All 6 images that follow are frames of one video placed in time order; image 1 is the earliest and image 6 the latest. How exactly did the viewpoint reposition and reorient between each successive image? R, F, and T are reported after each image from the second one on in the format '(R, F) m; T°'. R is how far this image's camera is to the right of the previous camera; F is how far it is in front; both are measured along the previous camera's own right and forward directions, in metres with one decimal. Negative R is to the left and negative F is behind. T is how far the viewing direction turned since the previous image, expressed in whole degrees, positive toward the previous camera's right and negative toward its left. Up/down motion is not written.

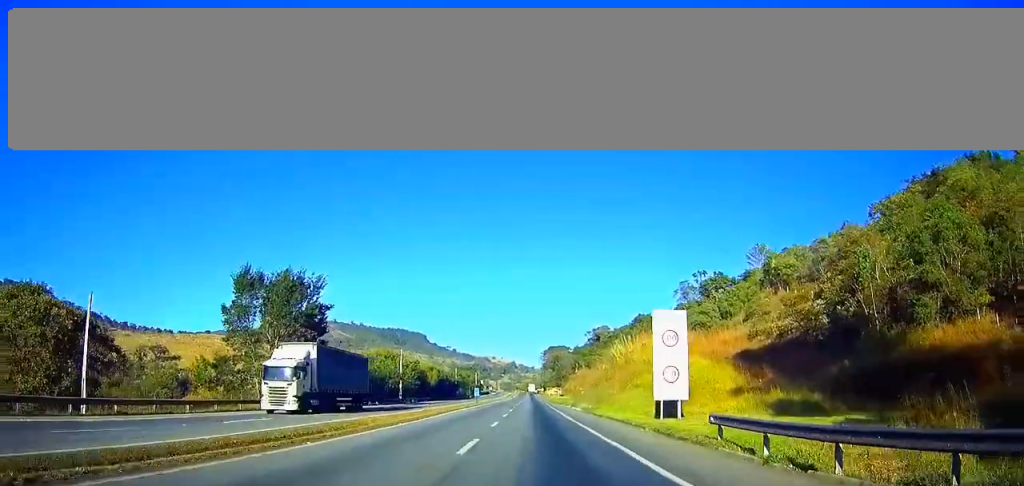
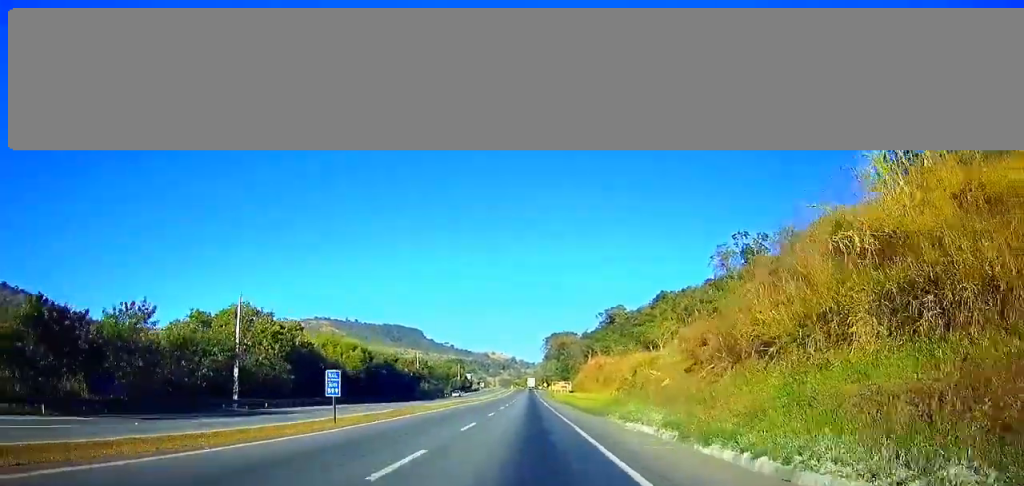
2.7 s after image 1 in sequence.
(-0.4, +65.4) m; -1°
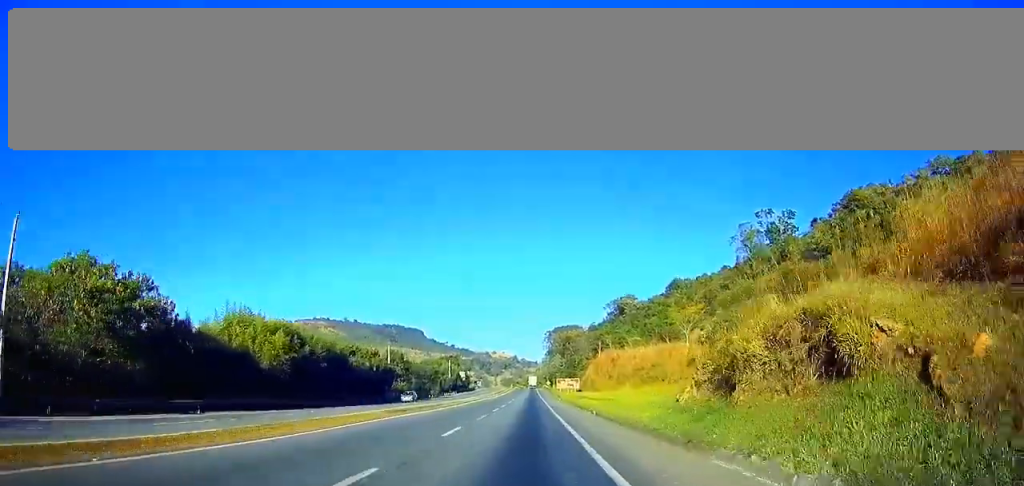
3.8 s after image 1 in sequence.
(-0.1, +27.7) m; 0°
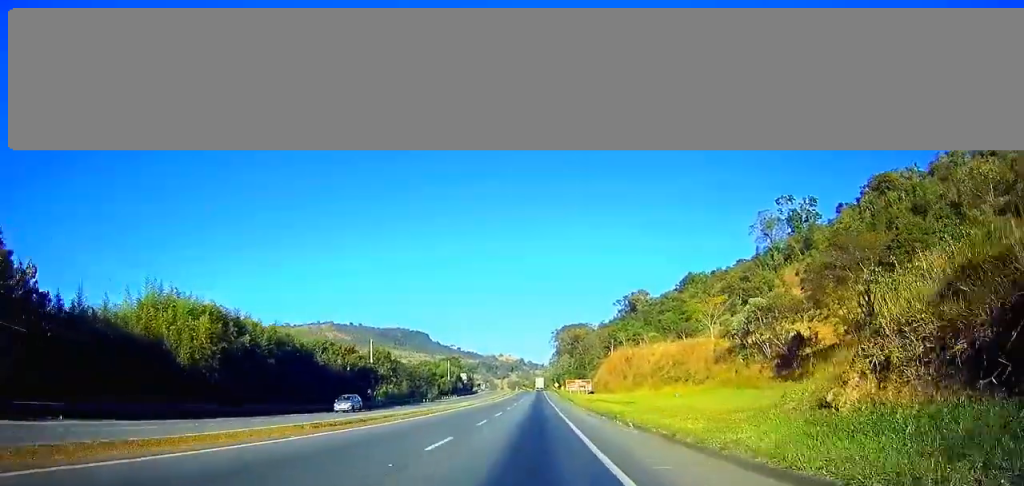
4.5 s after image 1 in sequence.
(0.0, +15.5) m; 0°
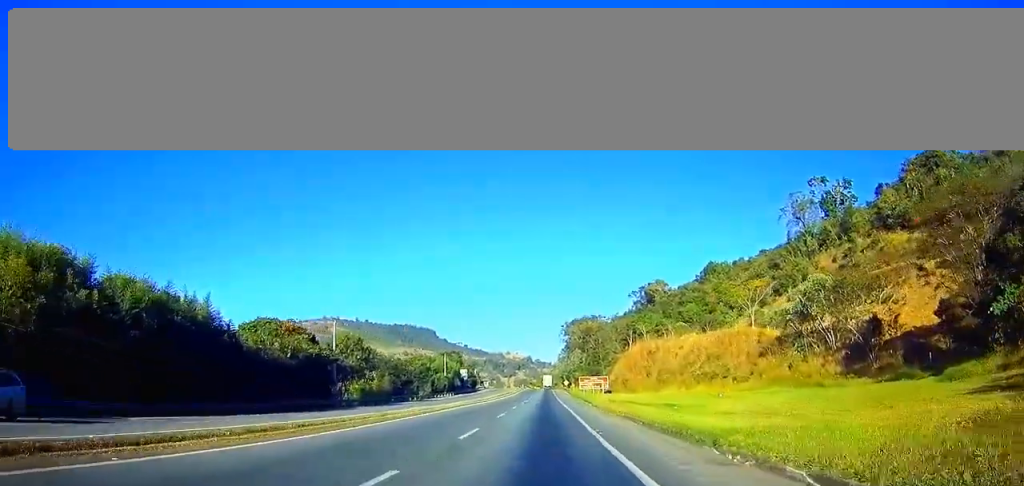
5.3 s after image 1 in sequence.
(0.0, +20.4) m; 0°
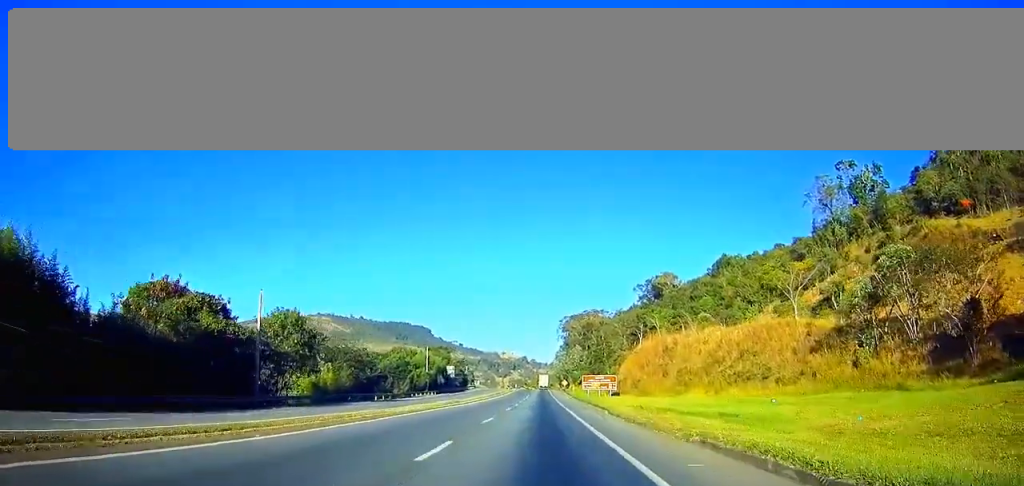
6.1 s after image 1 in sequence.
(0.0, +19.6) m; 0°
